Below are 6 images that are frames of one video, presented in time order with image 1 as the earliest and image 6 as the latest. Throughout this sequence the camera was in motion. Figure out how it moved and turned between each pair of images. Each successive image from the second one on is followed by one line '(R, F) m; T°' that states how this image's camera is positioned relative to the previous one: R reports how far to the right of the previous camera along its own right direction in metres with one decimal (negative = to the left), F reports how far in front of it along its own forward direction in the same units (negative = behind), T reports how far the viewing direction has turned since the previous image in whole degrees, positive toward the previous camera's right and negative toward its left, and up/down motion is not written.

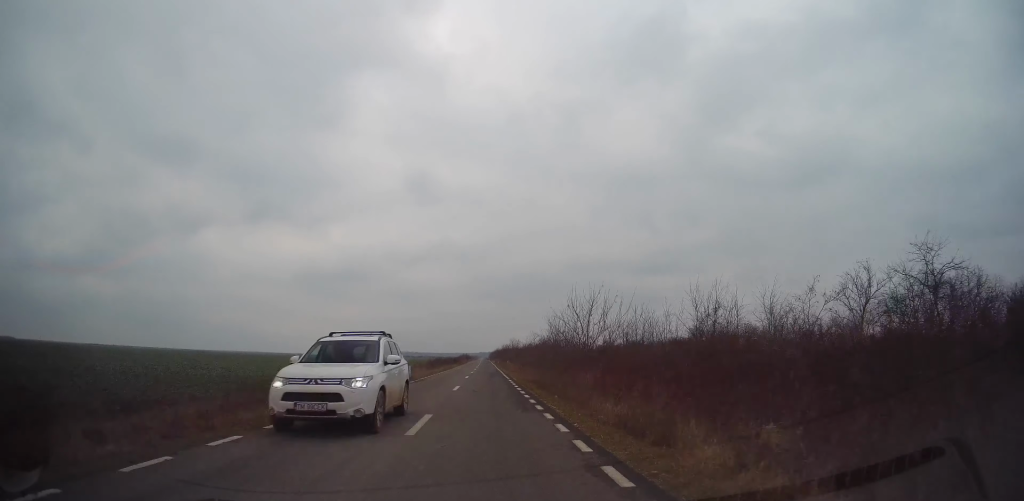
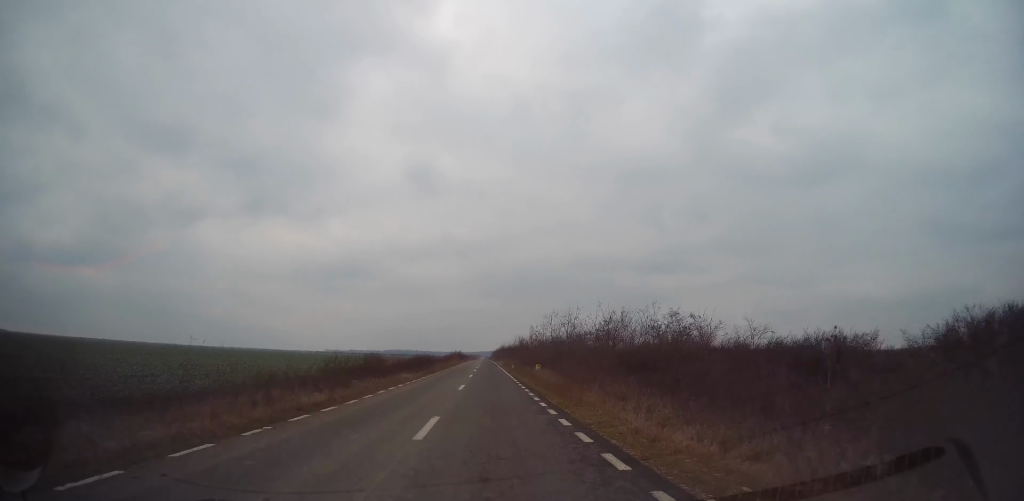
(-0.3, +47.2) m; -1°
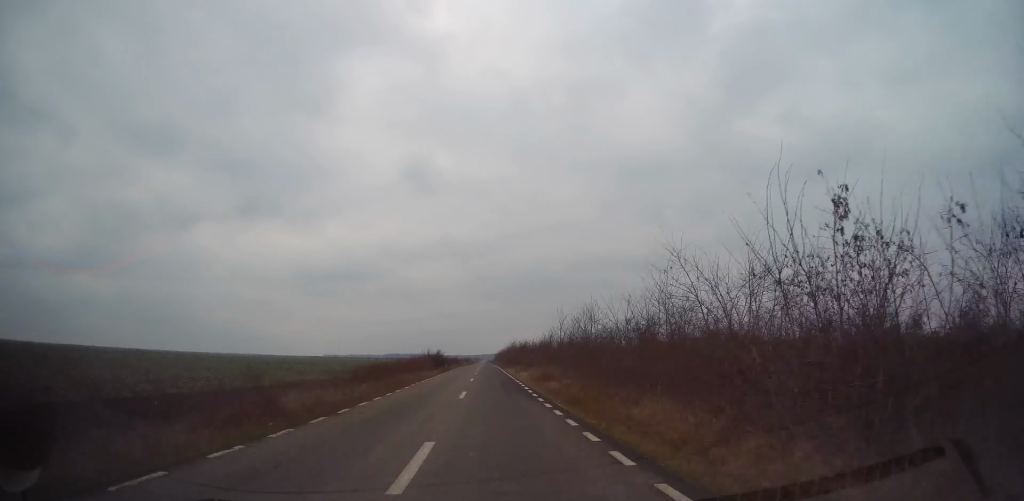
(+0.4, +50.0) m; +1°
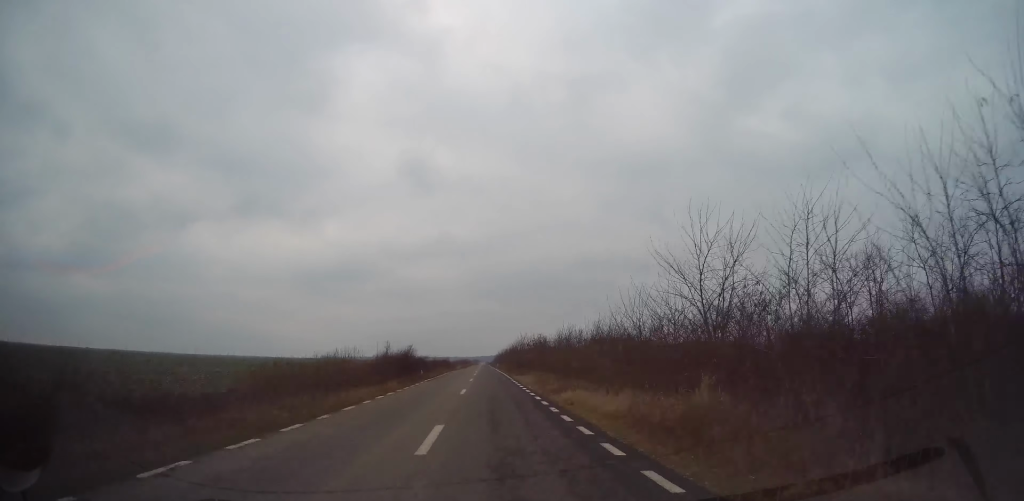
(+0.2, +21.7) m; 0°
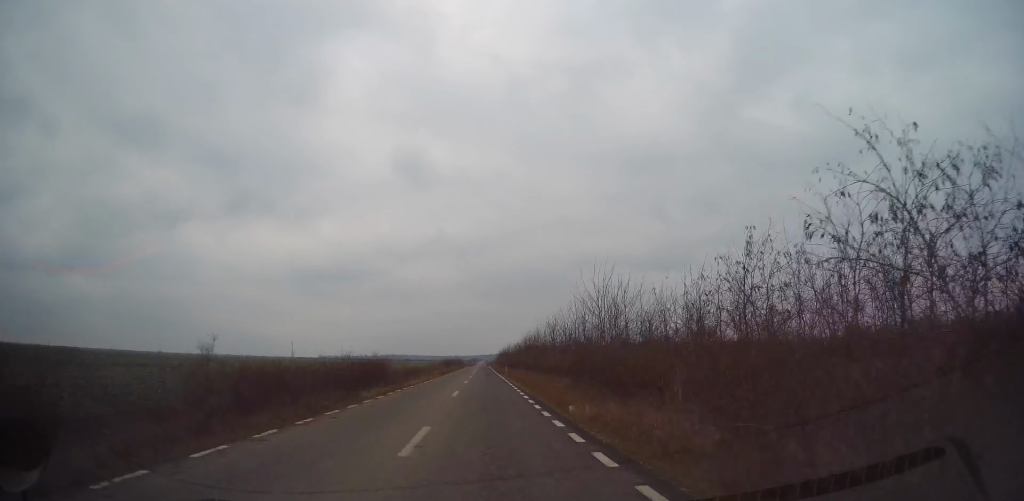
(-0.7, +47.3) m; -1°
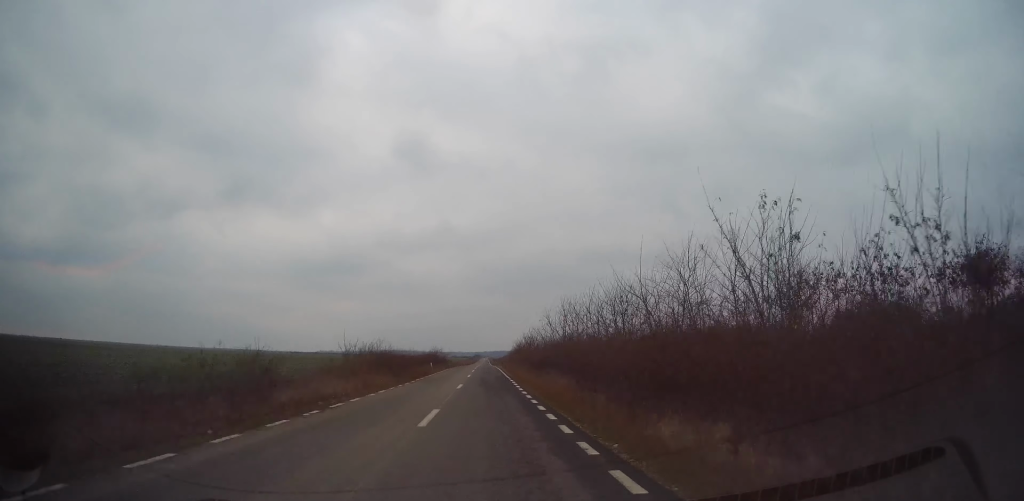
(+0.8, +68.8) m; 0°
